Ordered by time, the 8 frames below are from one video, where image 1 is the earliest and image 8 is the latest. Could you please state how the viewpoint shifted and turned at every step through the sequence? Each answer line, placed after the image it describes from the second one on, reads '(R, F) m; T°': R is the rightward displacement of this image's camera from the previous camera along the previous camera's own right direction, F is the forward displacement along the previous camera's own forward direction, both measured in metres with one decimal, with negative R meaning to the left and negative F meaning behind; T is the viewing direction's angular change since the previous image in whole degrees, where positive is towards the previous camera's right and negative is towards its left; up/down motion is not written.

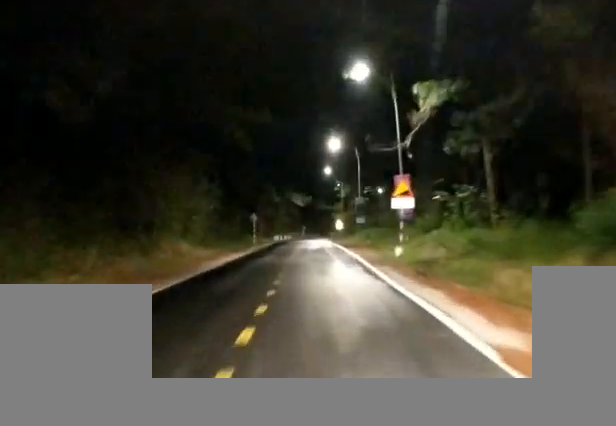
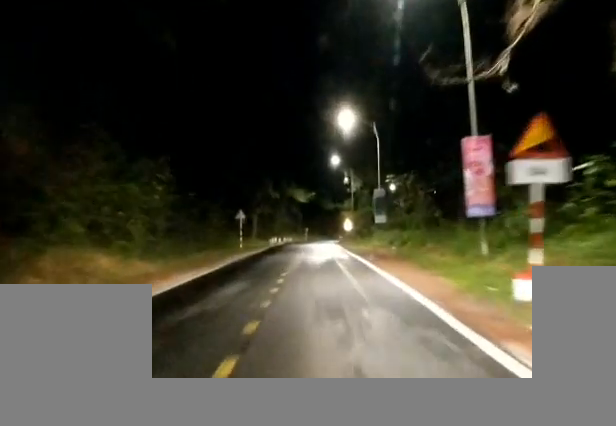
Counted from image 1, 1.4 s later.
(0.0, +16.6) m; 0°
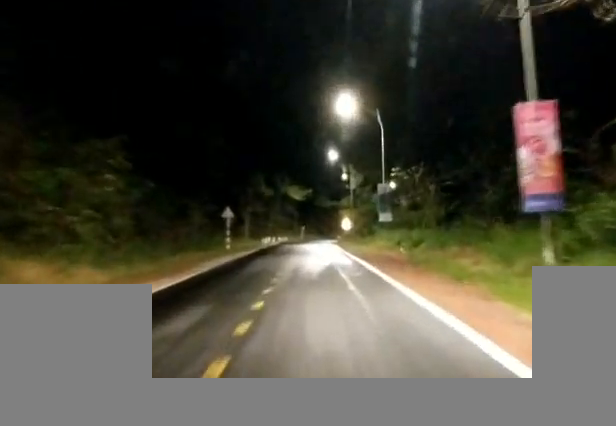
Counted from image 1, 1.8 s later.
(0.0, +5.8) m; 0°
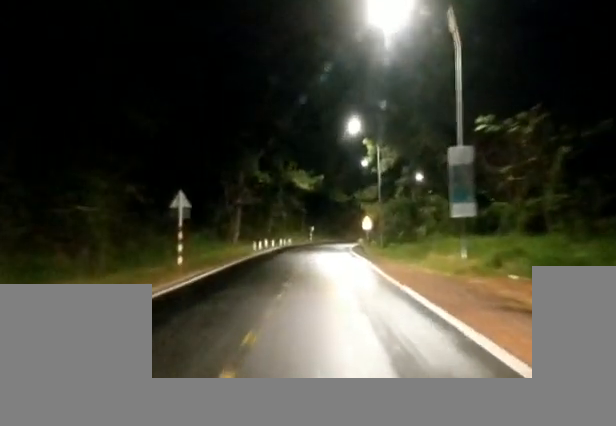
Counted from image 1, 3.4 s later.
(0.0, +19.3) m; 0°
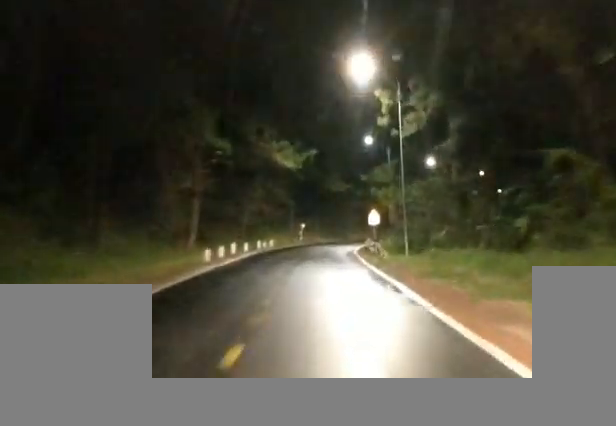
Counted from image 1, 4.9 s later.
(0.0, +17.1) m; +4°
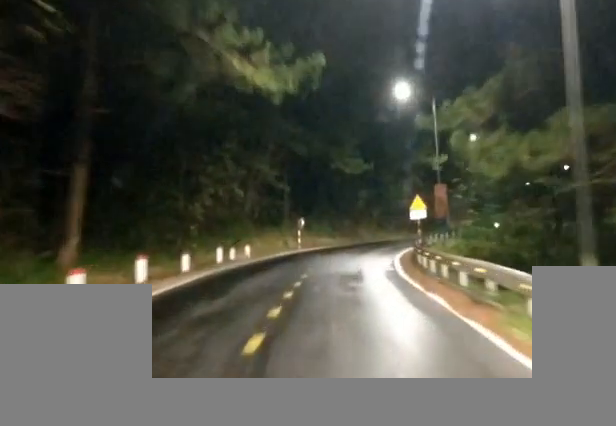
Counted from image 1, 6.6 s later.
(+2.8, +19.7) m; +14°
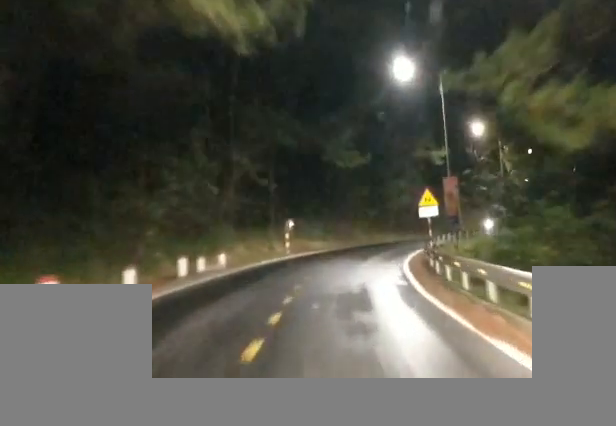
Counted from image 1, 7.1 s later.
(0.0, +5.5) m; 0°
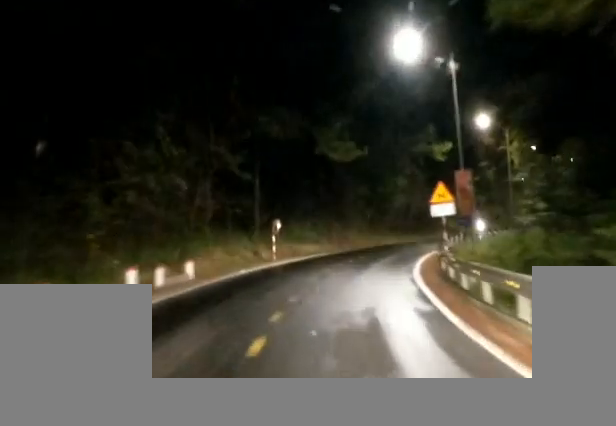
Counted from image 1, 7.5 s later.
(0.0, +5.1) m; 0°
